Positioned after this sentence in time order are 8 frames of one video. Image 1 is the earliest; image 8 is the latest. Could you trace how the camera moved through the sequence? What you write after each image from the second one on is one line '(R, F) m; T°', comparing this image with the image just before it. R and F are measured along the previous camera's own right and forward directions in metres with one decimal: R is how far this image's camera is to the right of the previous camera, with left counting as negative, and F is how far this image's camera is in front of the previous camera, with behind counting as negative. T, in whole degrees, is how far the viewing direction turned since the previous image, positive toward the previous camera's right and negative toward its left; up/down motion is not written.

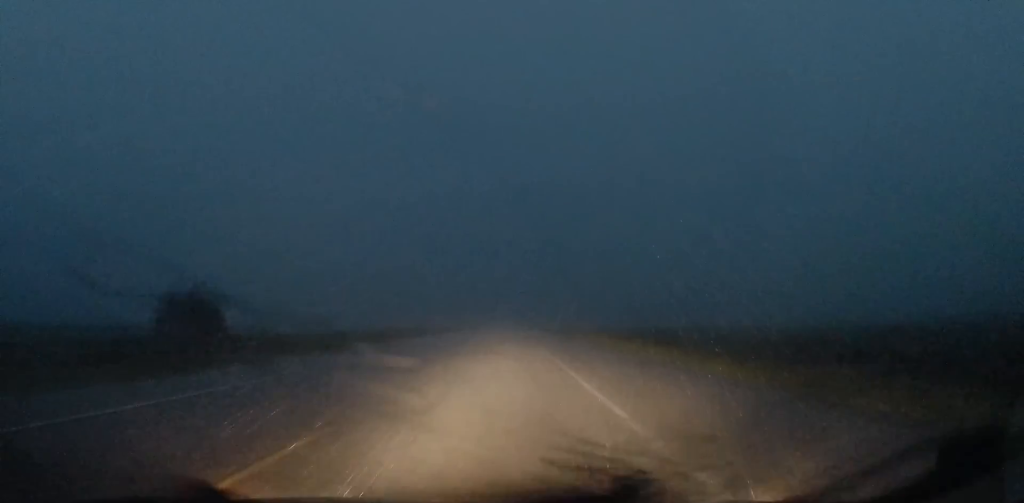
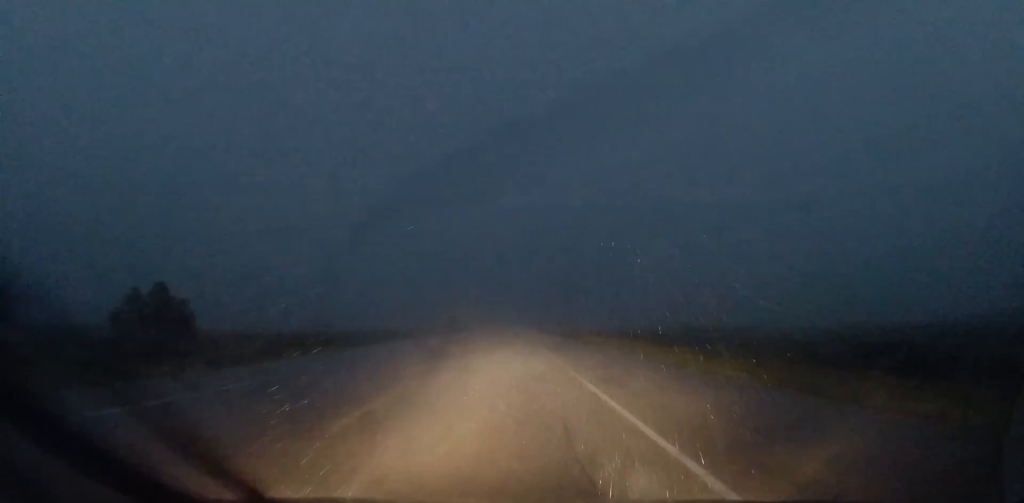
(+0.1, +7.7) m; 0°
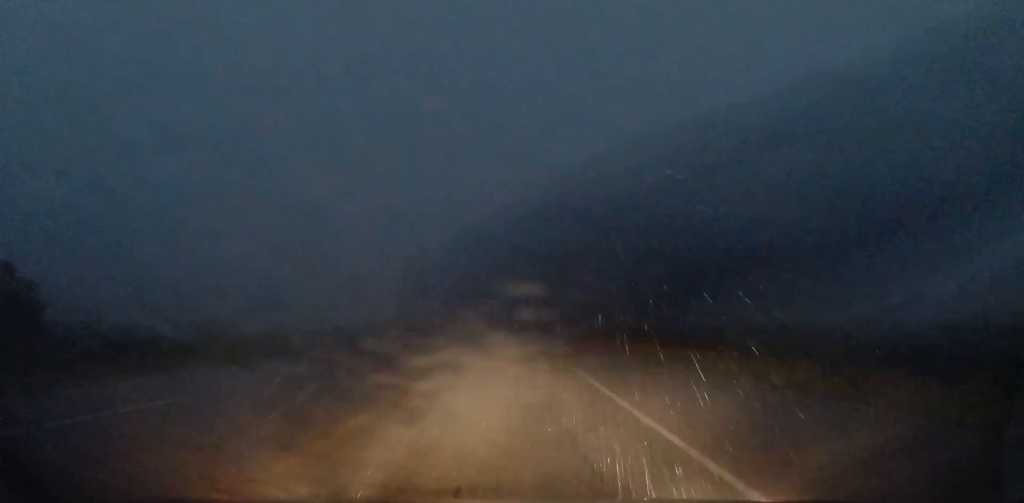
(-0.2, +22.5) m; -1°
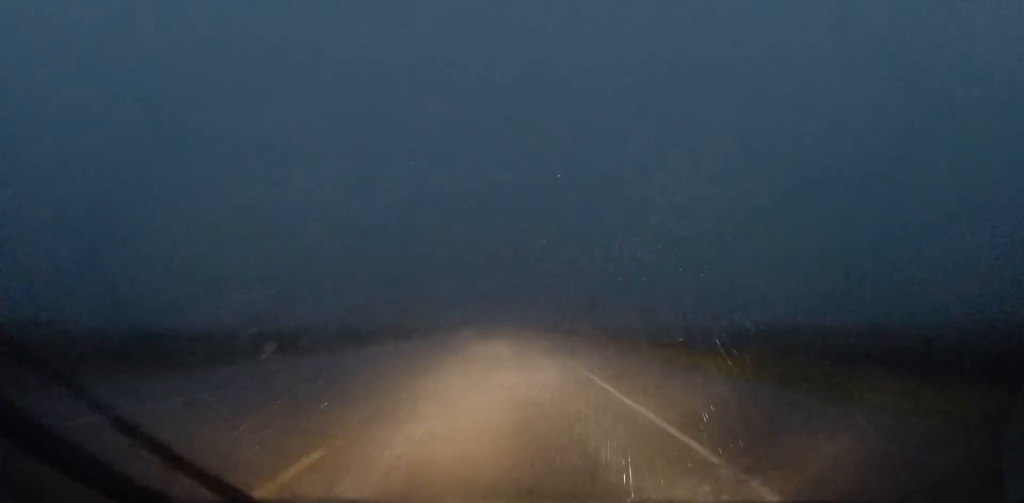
(-0.1, +12.9) m; 0°
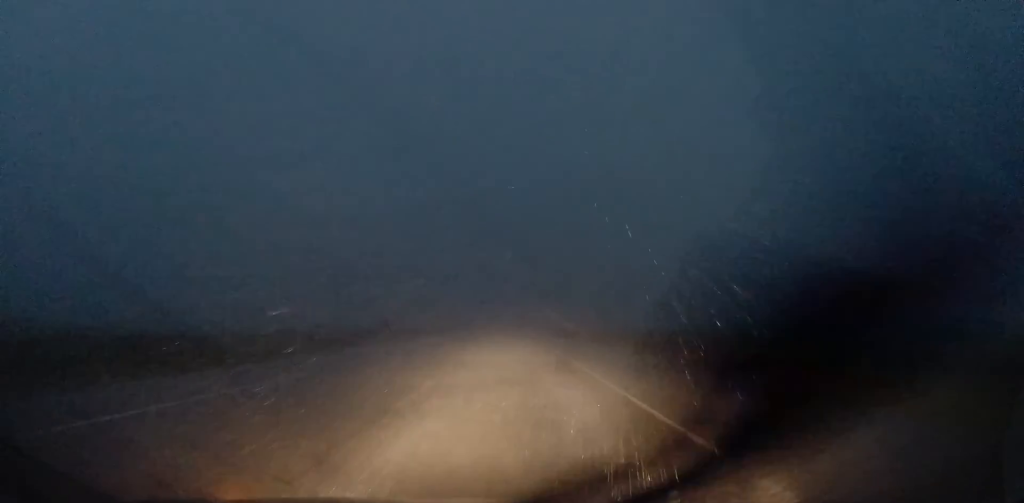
(+0.1, +15.6) m; +2°
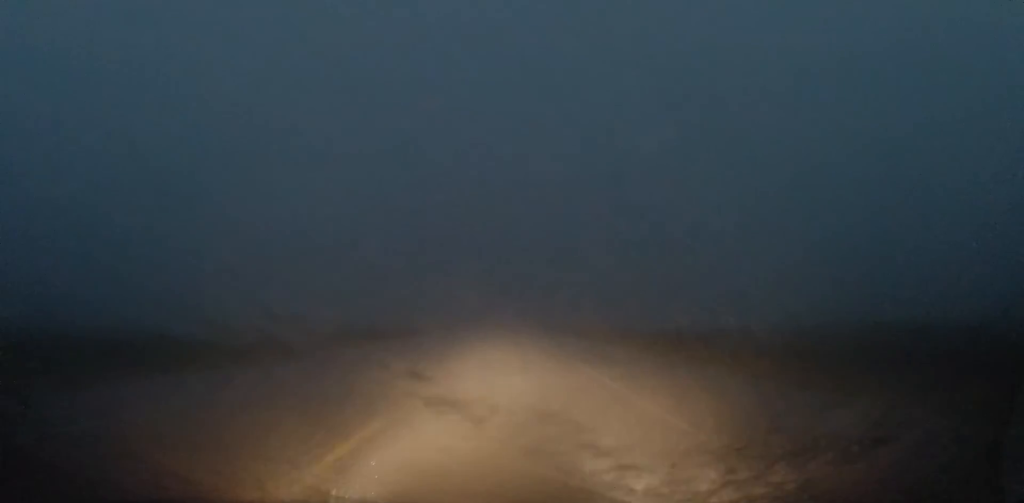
(+0.3, +16.3) m; +1°
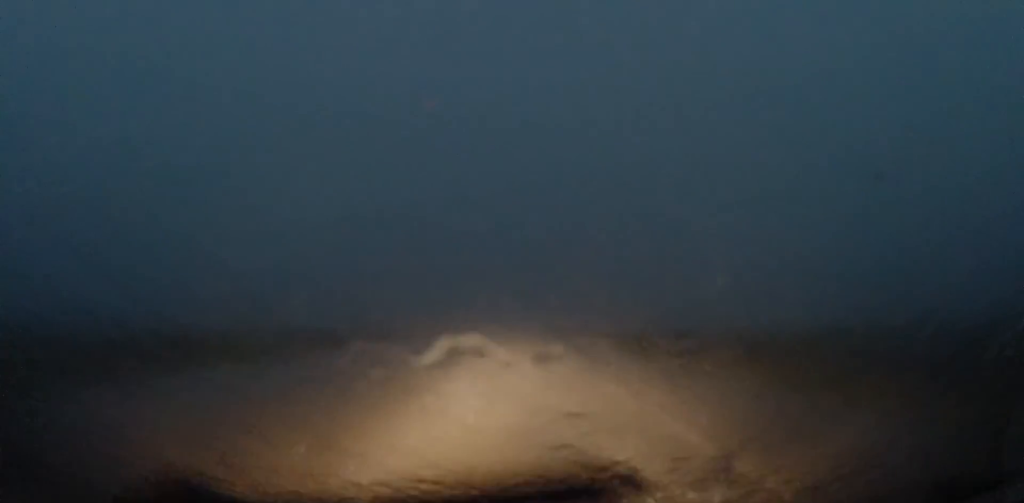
(-0.1, +16.5) m; -2°
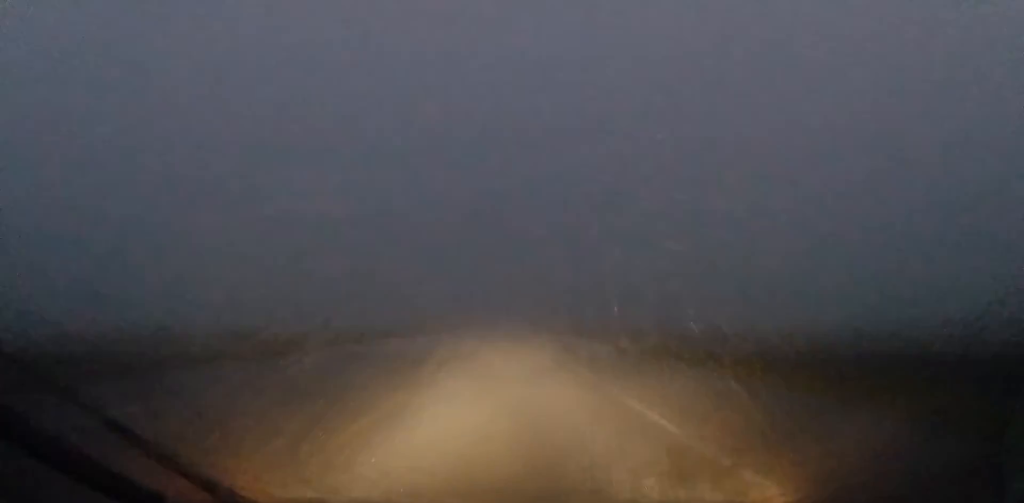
(-0.4, +17.6) m; 0°
